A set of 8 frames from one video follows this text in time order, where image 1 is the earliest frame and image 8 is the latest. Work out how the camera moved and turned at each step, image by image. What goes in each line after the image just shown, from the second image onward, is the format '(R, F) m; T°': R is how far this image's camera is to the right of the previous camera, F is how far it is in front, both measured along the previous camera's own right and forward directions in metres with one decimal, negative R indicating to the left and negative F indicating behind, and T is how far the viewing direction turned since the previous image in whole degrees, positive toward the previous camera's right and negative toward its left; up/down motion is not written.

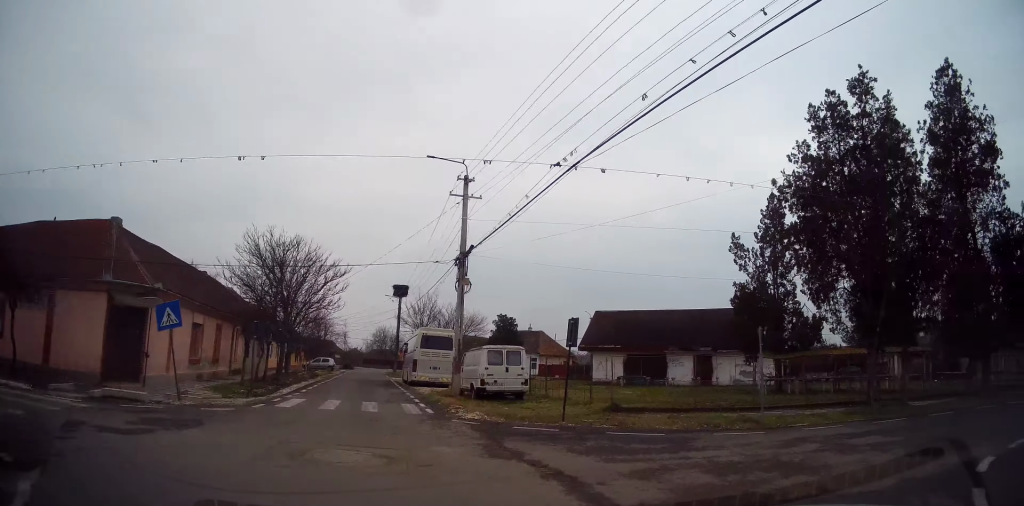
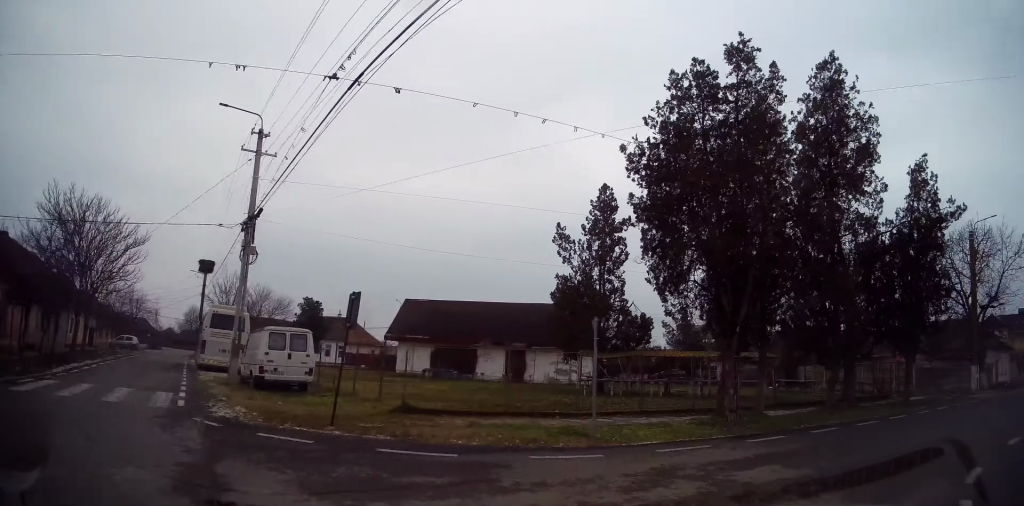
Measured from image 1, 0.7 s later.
(0.0, +2.9) m; +17°
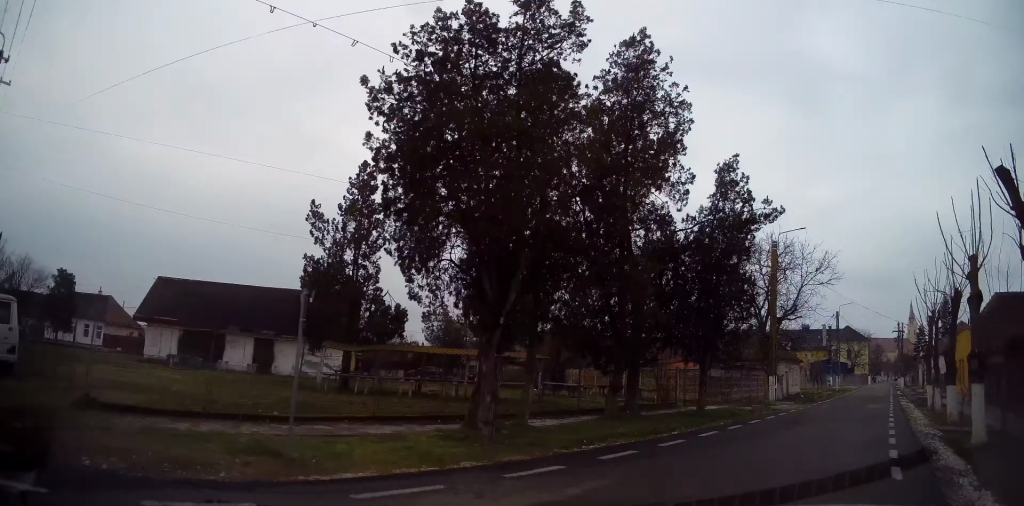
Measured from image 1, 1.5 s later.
(+1.0, +3.0) m; +26°
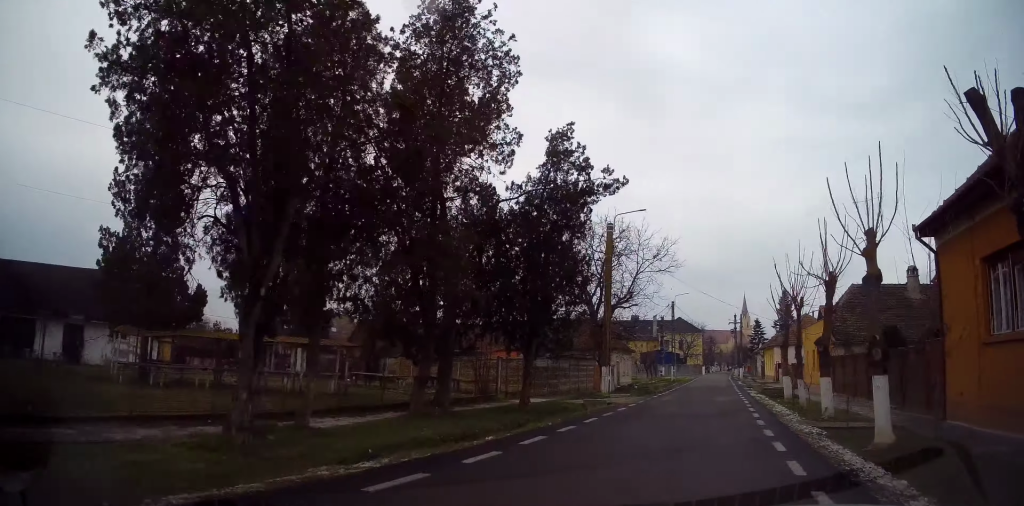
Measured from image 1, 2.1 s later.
(+0.5, +2.7) m; +16°
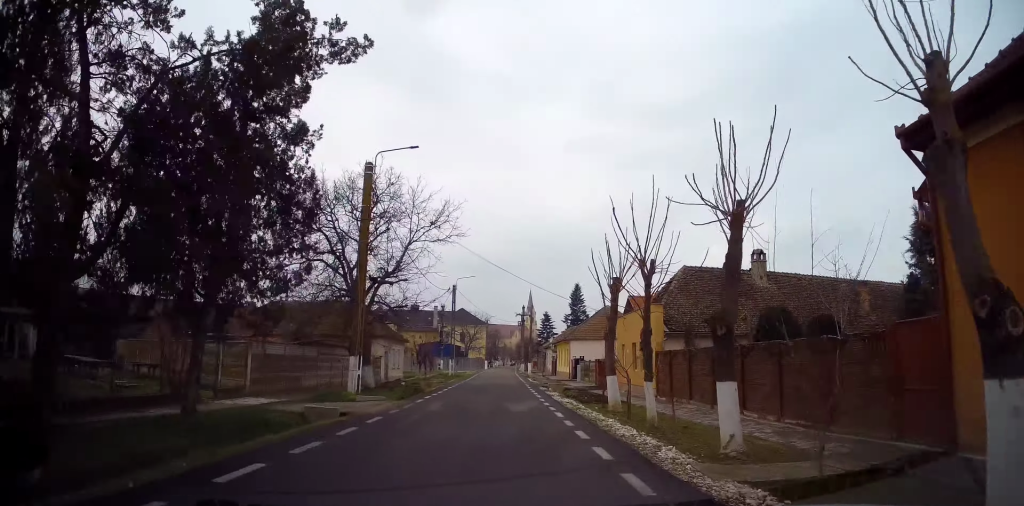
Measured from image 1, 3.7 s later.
(+2.0, +6.8) m; +28°
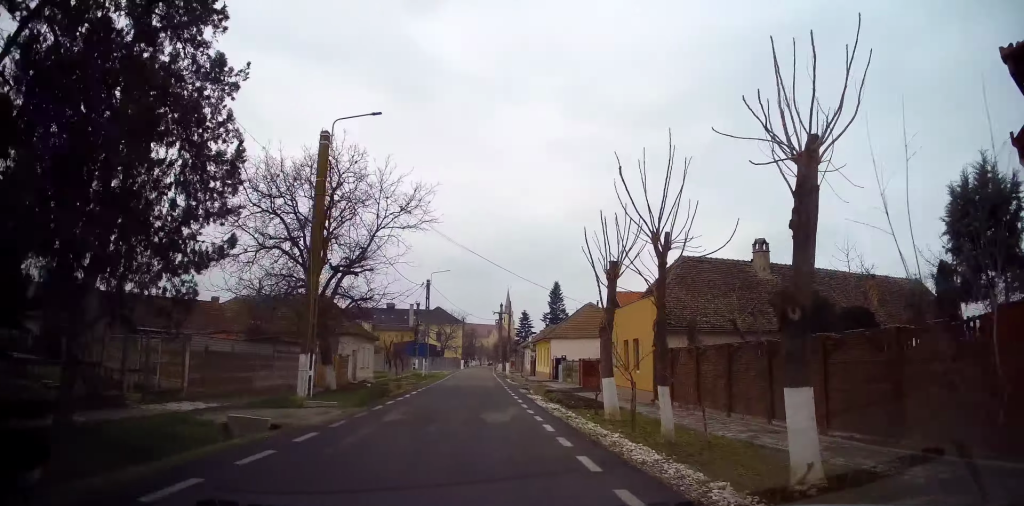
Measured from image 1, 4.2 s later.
(+0.2, +2.5) m; +3°
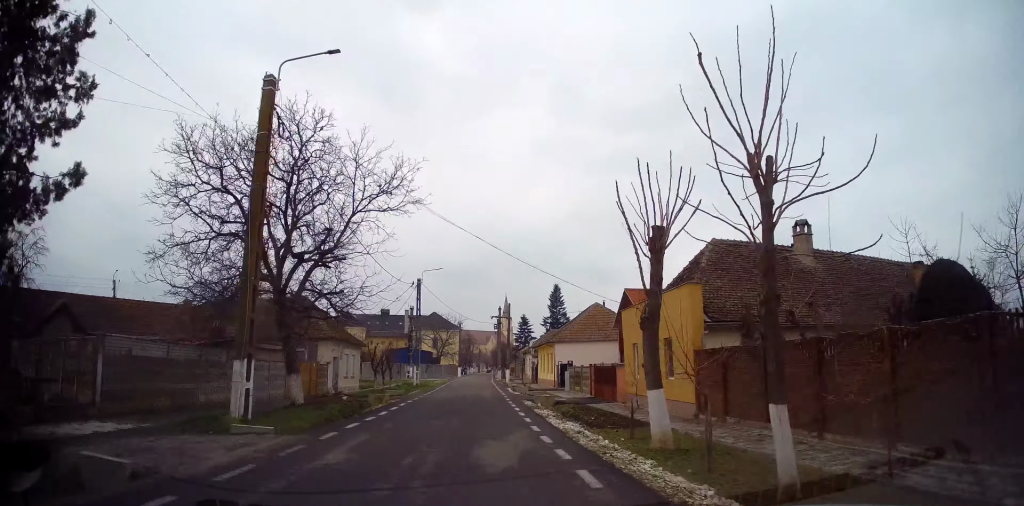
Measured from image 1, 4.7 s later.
(+0.1, +3.4) m; +2°
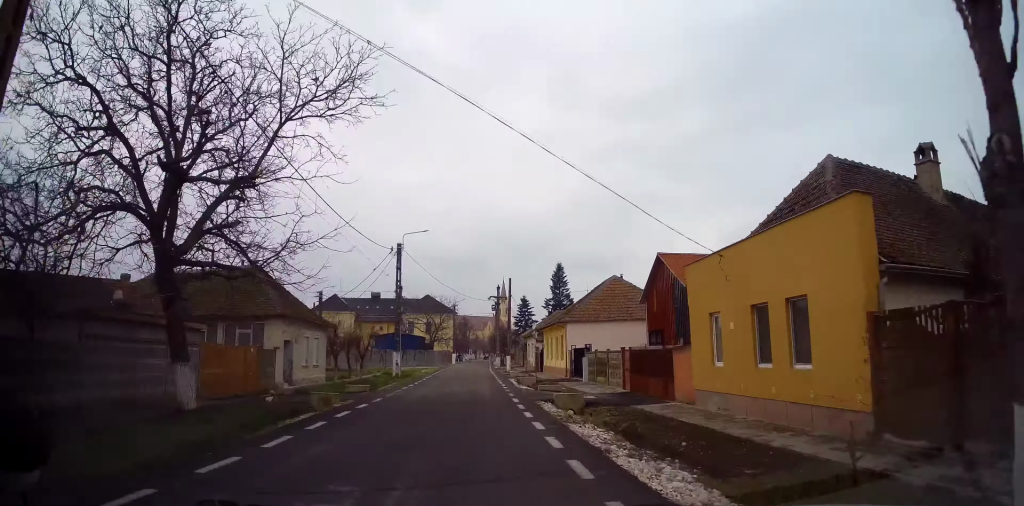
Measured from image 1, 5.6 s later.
(0.0, +6.4) m; 0°
